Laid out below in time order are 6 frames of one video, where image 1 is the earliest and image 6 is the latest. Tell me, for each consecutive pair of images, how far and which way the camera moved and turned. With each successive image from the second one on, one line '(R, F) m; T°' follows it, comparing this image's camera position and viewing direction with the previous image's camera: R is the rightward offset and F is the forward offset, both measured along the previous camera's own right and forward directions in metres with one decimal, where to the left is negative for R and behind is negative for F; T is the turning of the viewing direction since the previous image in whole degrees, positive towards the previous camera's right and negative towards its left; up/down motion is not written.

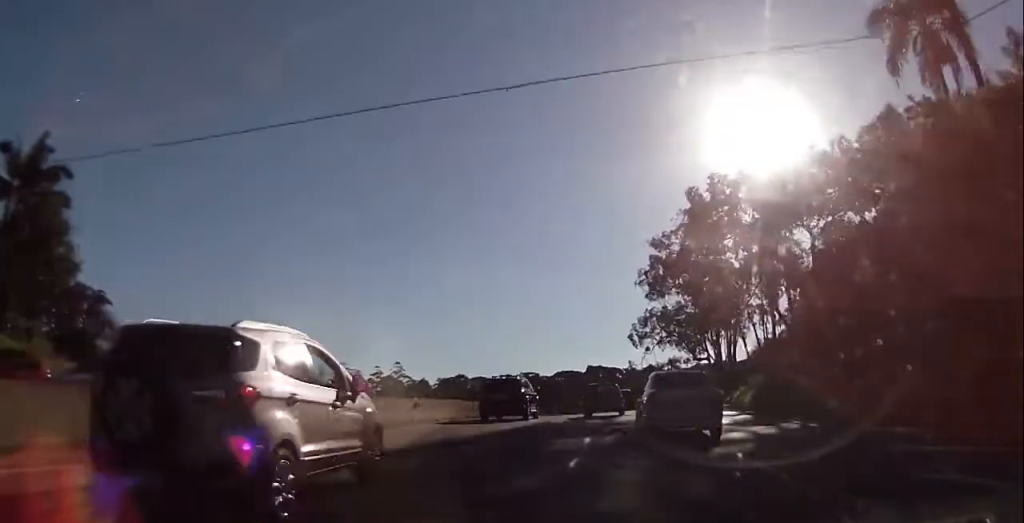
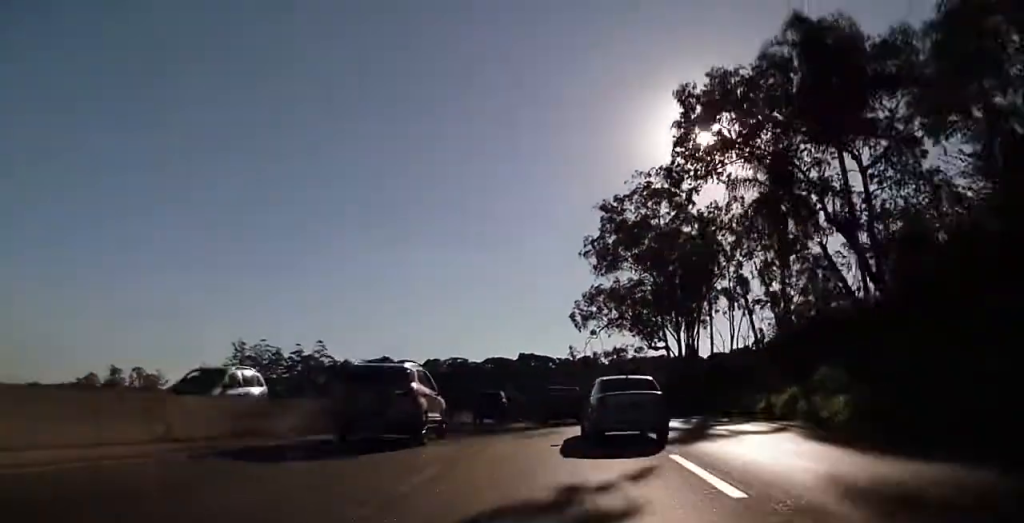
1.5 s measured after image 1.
(+2.0, +19.4) m; +9°
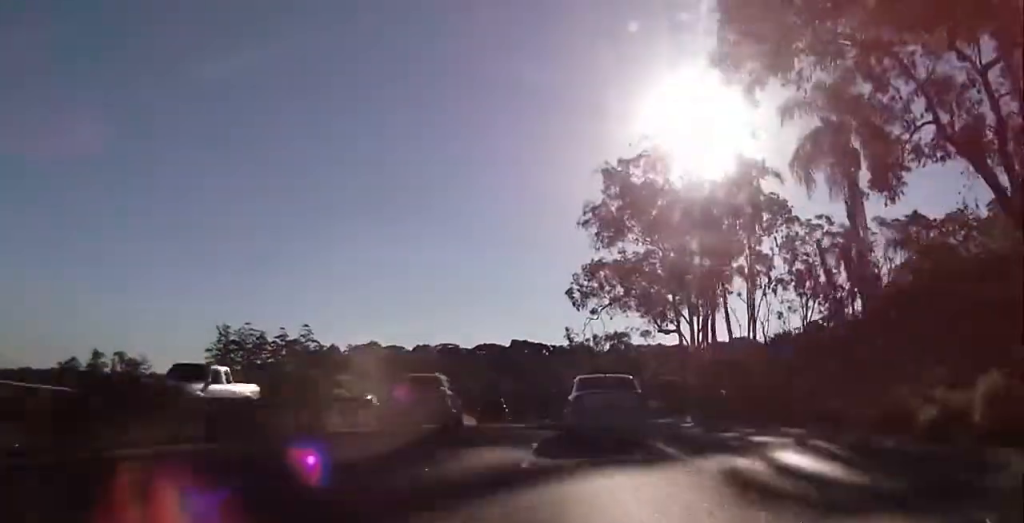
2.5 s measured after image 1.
(+0.3, +12.4) m; +2°
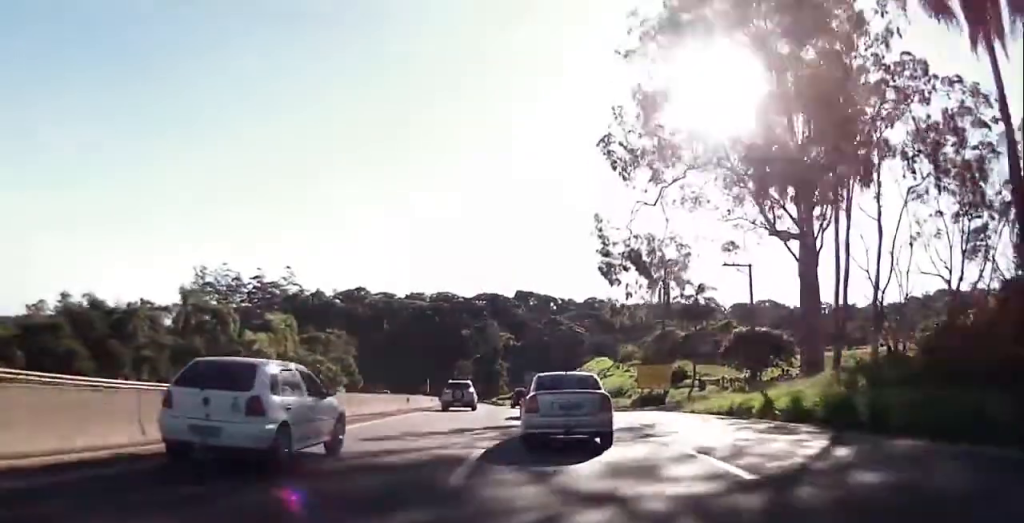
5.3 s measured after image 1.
(-0.2, +37.0) m; 0°
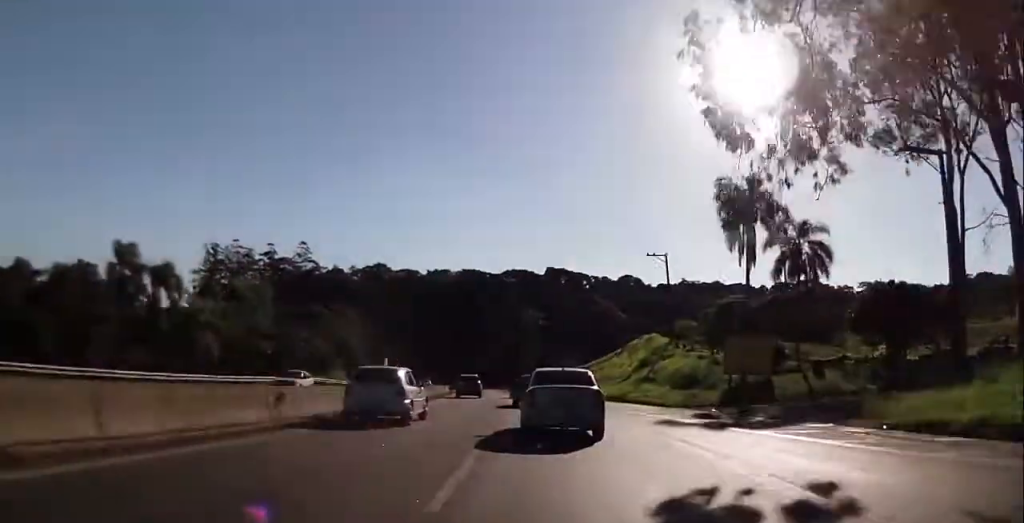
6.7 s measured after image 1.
(0.0, +20.0) m; -1°
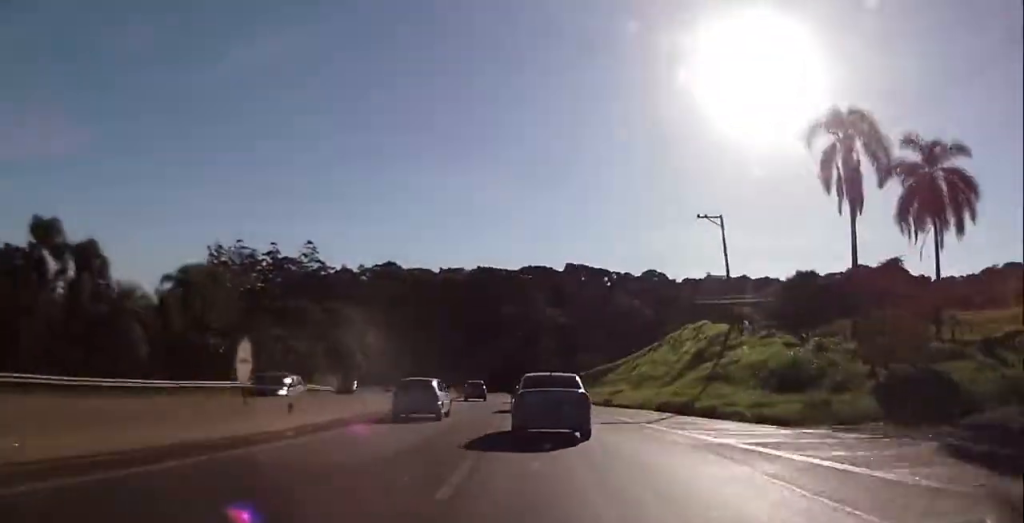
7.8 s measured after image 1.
(-0.4, +14.8) m; -2°
